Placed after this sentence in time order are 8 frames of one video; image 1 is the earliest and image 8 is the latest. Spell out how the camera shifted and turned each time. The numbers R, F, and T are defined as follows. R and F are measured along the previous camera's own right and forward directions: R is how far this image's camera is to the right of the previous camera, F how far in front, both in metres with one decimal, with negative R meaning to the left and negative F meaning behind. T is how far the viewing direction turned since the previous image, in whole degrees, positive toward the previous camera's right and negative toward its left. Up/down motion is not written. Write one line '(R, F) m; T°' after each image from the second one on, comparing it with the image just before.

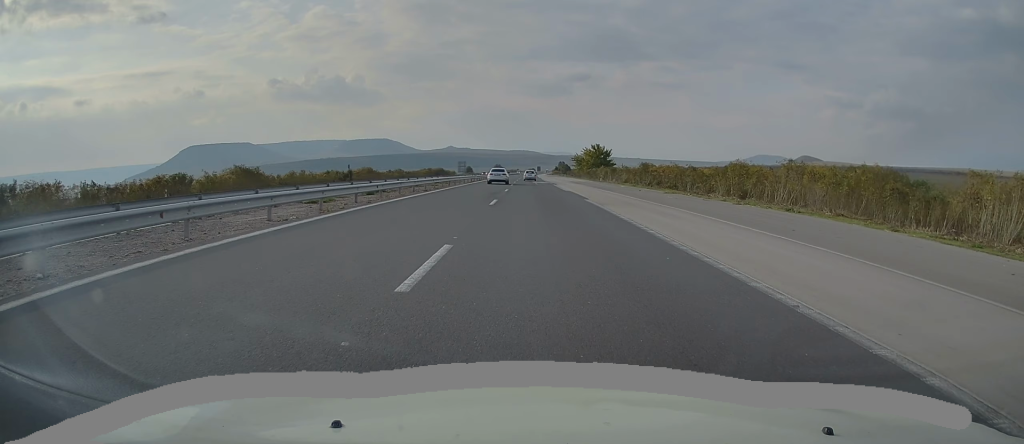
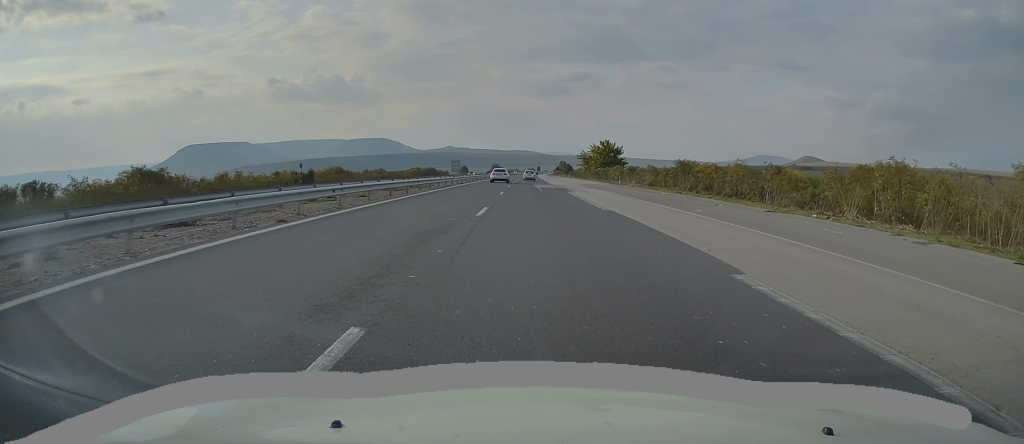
(-0.1, +21.8) m; 0°
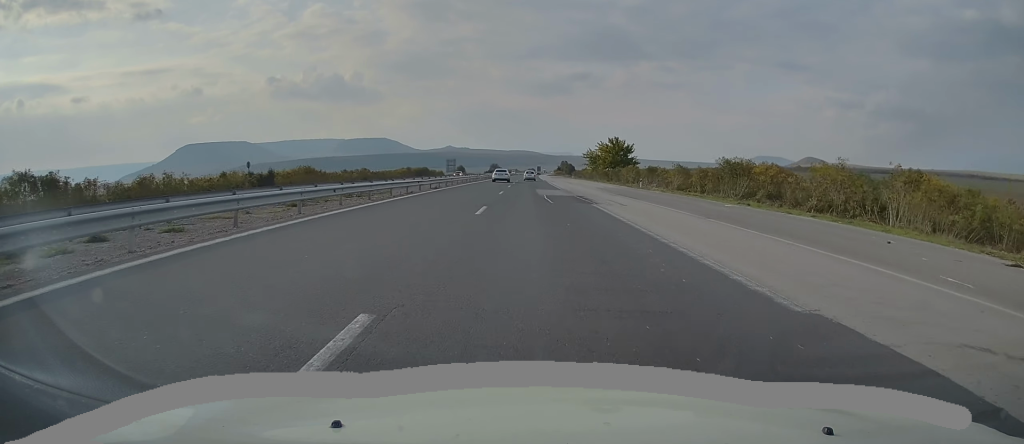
(-0.3, +15.9) m; 0°
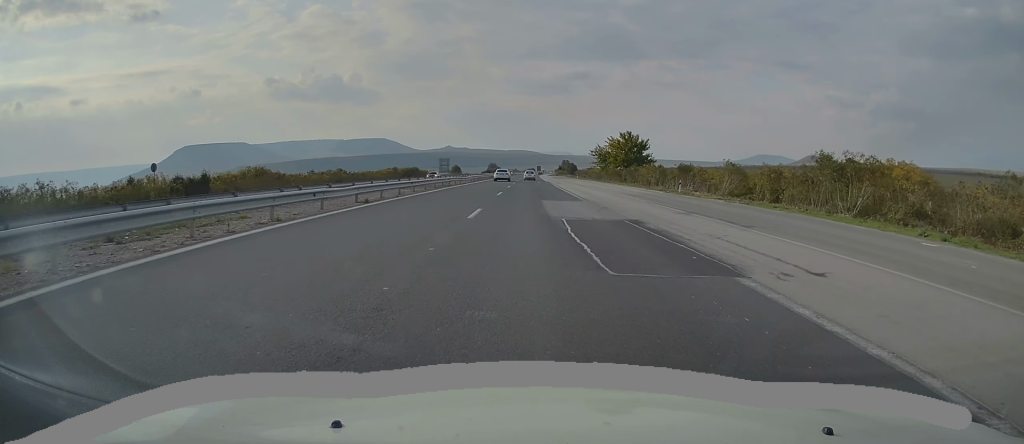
(+0.1, +17.9) m; 0°
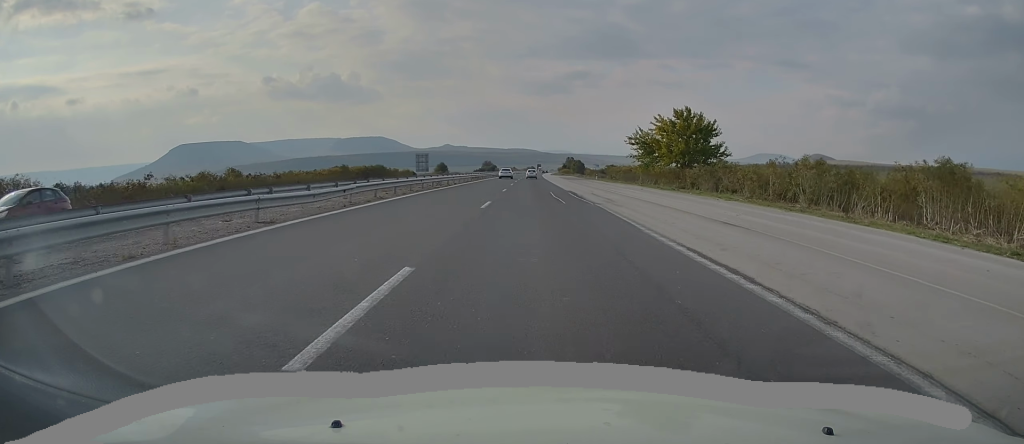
(-0.1, +44.8) m; 0°
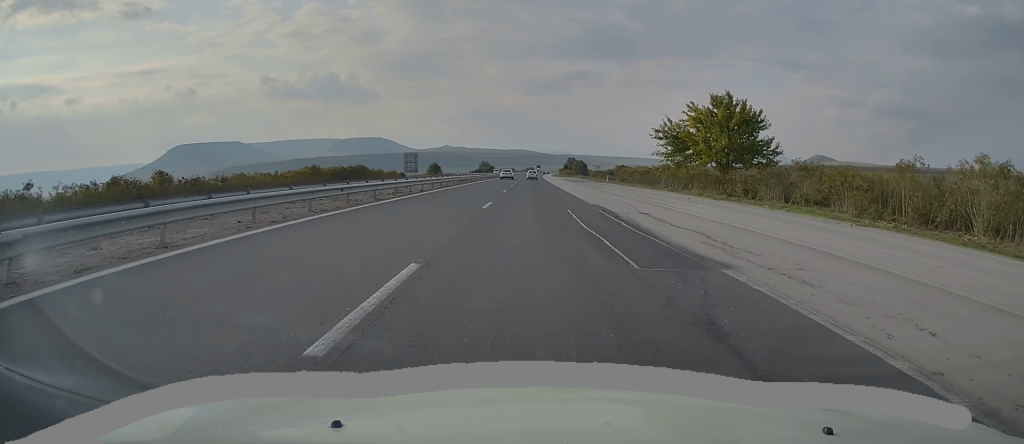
(+0.1, +16.0) m; 0°
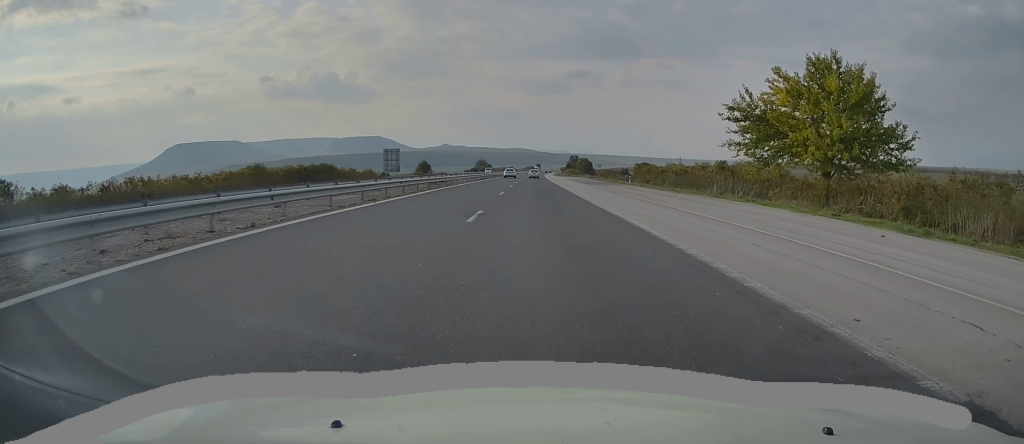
(+0.2, +22.1) m; 0°
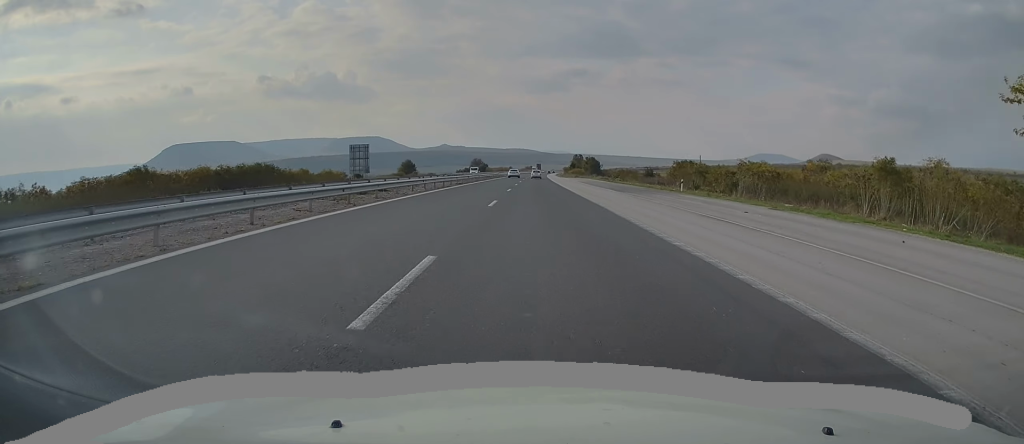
(0.0, +26.1) m; 0°
